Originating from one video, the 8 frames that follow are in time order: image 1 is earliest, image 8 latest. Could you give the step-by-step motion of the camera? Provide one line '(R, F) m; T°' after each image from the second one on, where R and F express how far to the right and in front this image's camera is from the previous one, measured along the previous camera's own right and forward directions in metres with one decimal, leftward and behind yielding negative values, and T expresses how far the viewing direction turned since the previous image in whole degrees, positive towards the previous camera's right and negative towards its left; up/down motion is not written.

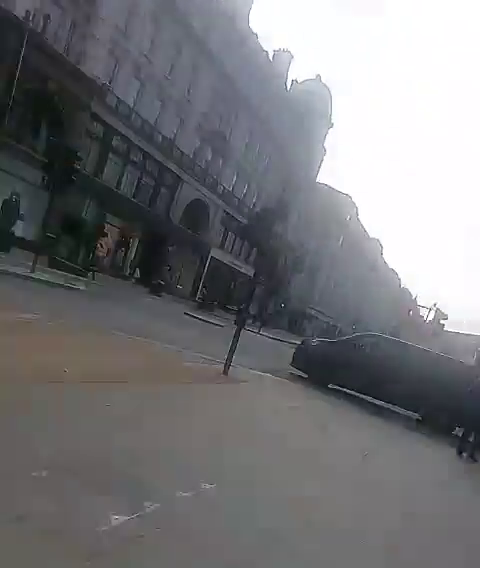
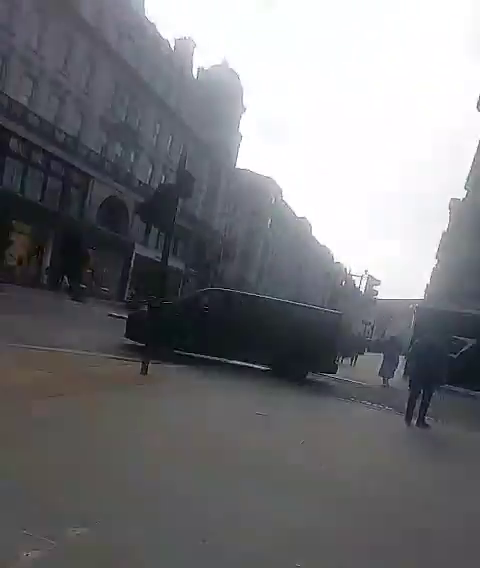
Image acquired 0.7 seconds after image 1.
(+0.1, +1.1) m; -3°
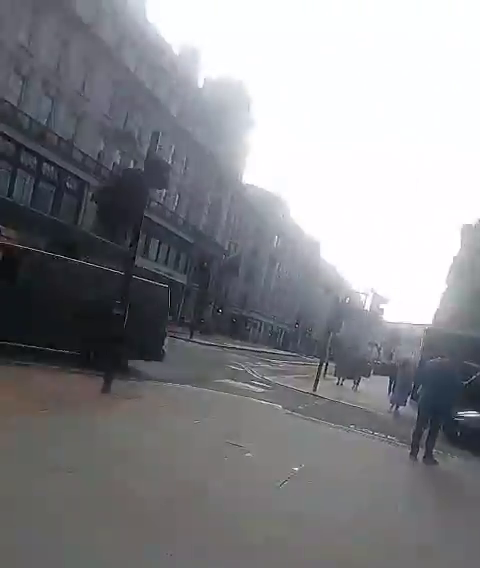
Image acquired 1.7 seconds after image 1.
(-0.2, +1.5) m; -3°
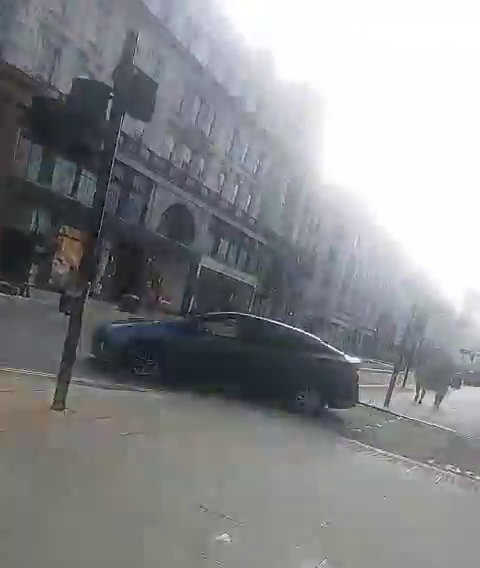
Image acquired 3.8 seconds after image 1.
(-0.1, +3.3) m; +11°
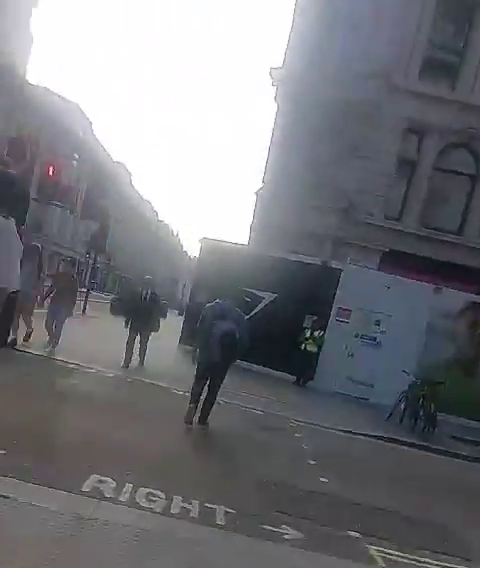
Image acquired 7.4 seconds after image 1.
(+2.3, +4.9) m; +25°
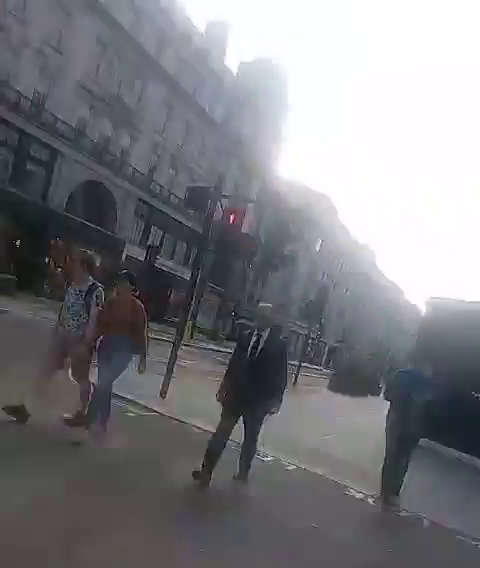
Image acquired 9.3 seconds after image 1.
(-0.8, +2.7) m; -34°
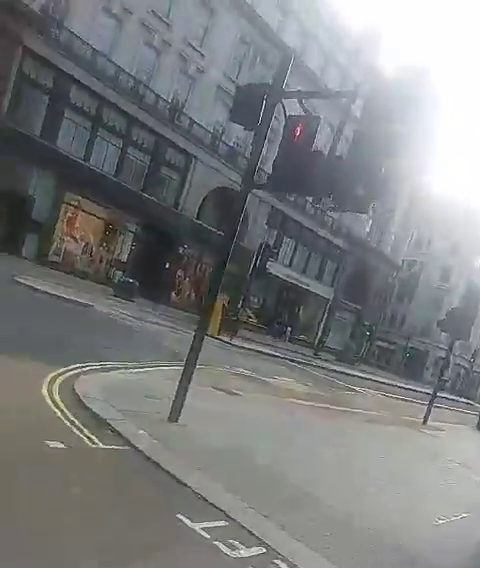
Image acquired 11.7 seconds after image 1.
(-1.0, +3.4) m; -18°
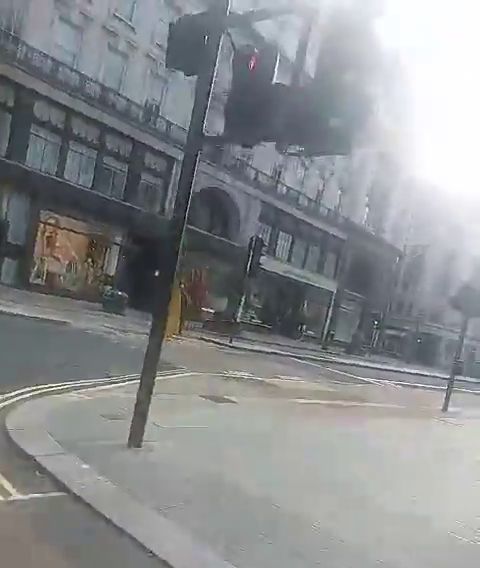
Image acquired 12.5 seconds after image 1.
(0.0, +1.2) m; 0°
